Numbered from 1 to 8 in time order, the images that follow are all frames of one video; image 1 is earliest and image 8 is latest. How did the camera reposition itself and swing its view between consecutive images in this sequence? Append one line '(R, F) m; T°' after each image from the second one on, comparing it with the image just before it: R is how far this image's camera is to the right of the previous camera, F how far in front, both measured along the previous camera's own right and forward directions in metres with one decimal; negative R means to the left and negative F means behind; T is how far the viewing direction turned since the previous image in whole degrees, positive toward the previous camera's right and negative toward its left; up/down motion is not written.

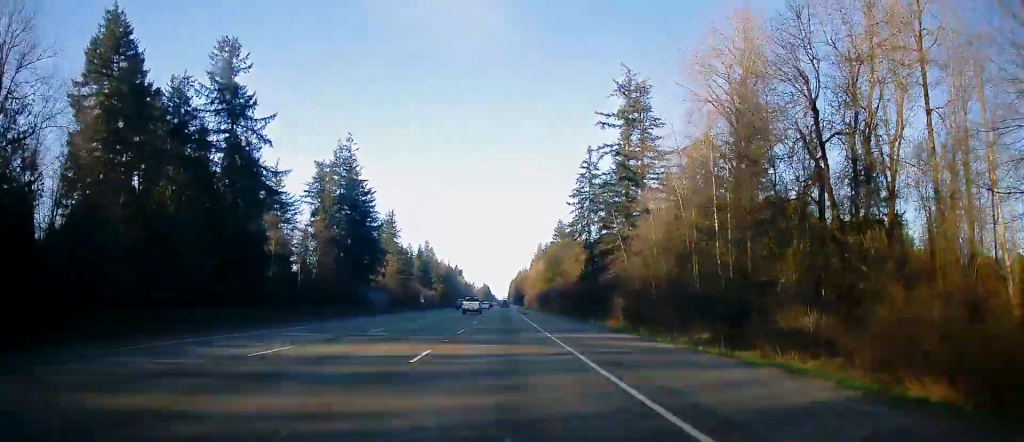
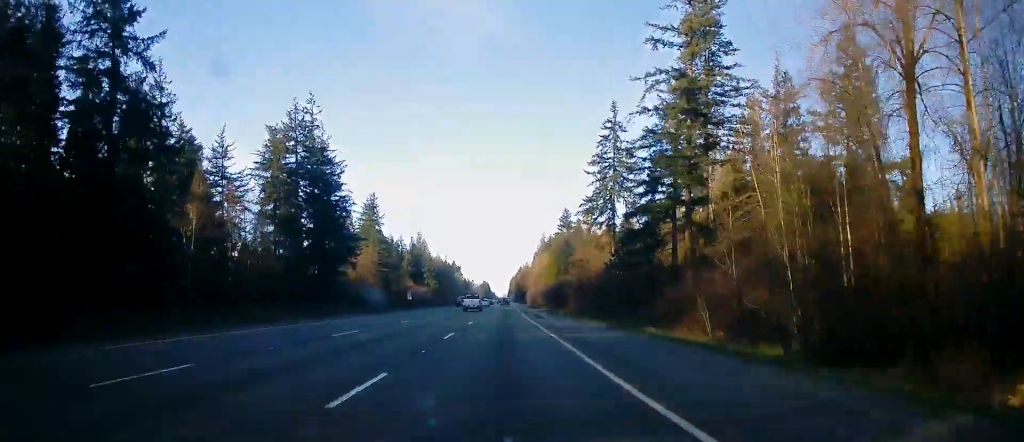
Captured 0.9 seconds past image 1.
(-0.2, +29.8) m; 0°
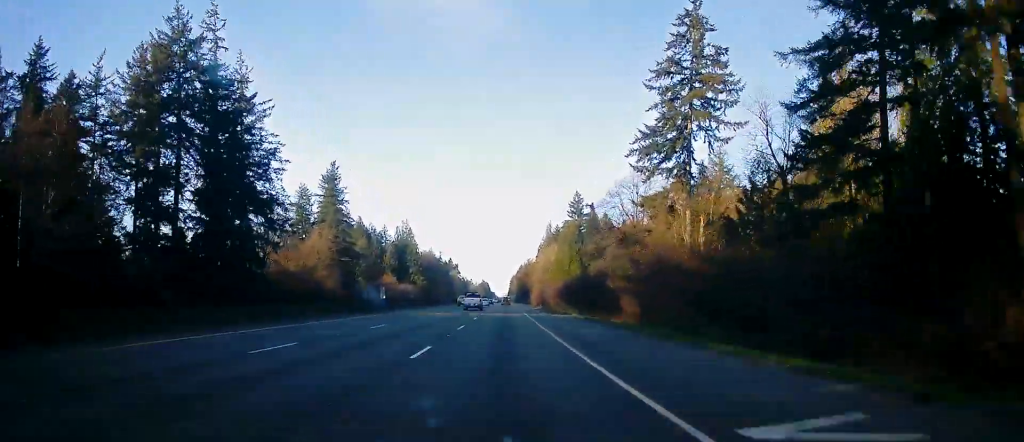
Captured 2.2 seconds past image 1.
(+0.1, +43.3) m; 0°
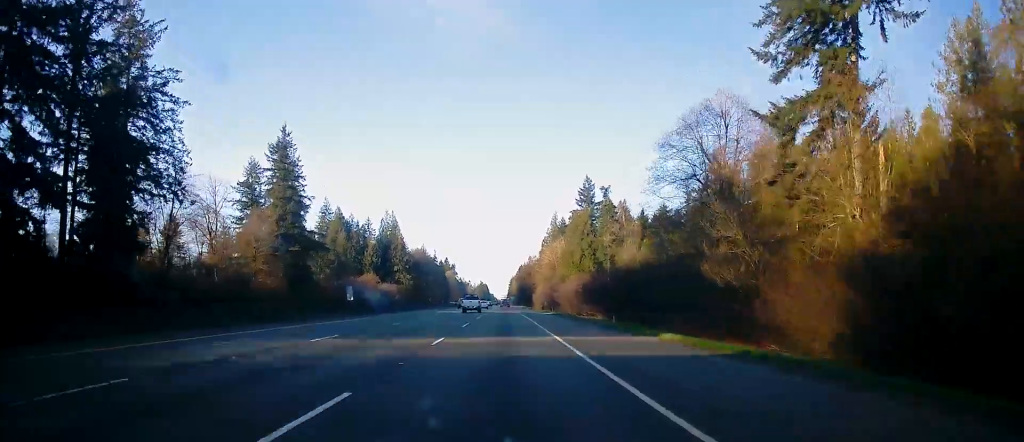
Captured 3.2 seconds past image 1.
(-0.2, +32.2) m; 0°
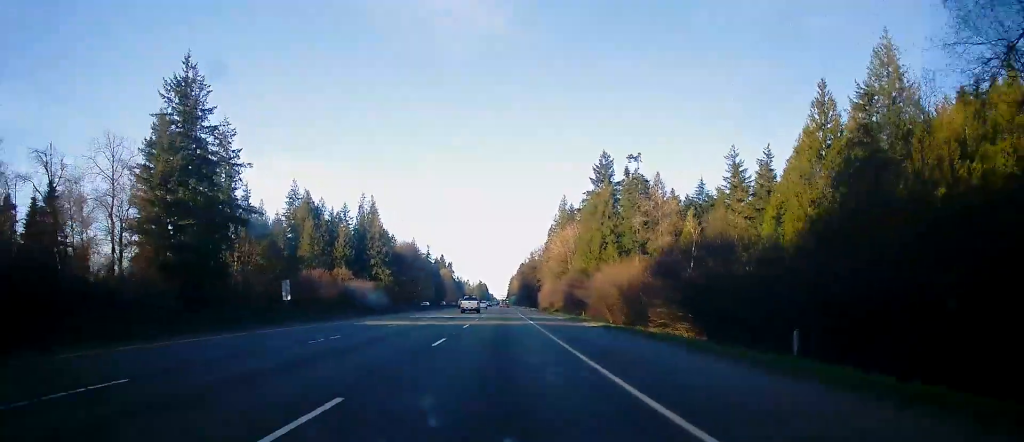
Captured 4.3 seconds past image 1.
(+0.2, +36.7) m; 0°
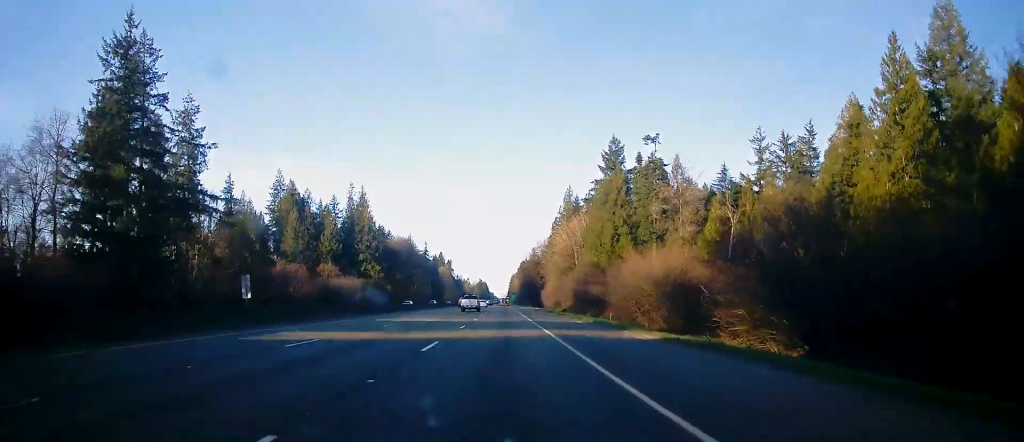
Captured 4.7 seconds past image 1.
(-0.1, +14.4) m; 0°
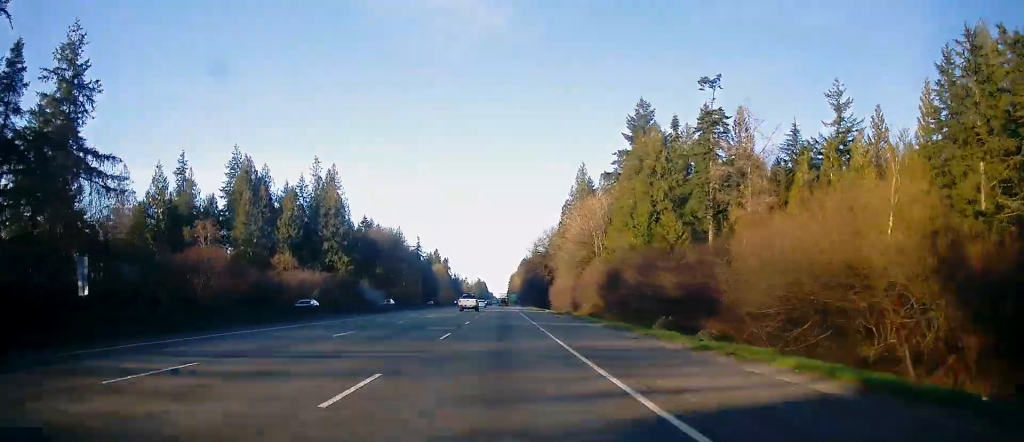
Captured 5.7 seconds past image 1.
(0.0, +32.1) m; 0°
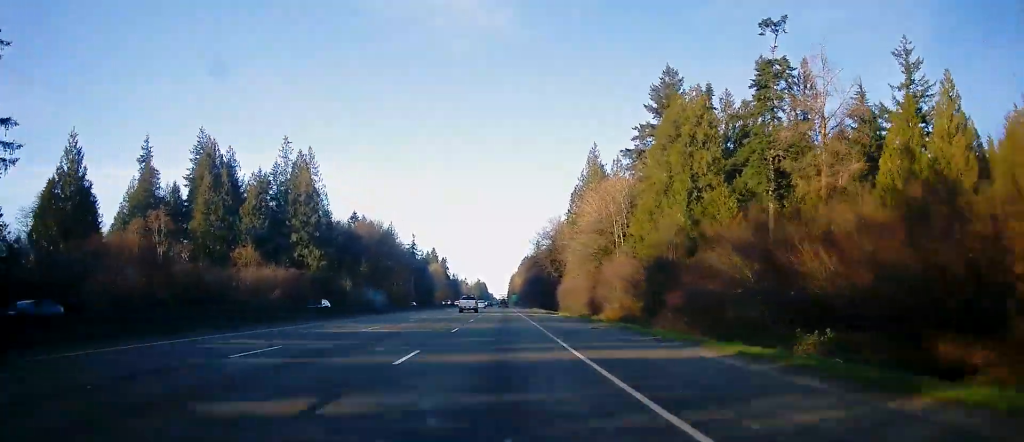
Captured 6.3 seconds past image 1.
(+0.2, +19.9) m; 0°
